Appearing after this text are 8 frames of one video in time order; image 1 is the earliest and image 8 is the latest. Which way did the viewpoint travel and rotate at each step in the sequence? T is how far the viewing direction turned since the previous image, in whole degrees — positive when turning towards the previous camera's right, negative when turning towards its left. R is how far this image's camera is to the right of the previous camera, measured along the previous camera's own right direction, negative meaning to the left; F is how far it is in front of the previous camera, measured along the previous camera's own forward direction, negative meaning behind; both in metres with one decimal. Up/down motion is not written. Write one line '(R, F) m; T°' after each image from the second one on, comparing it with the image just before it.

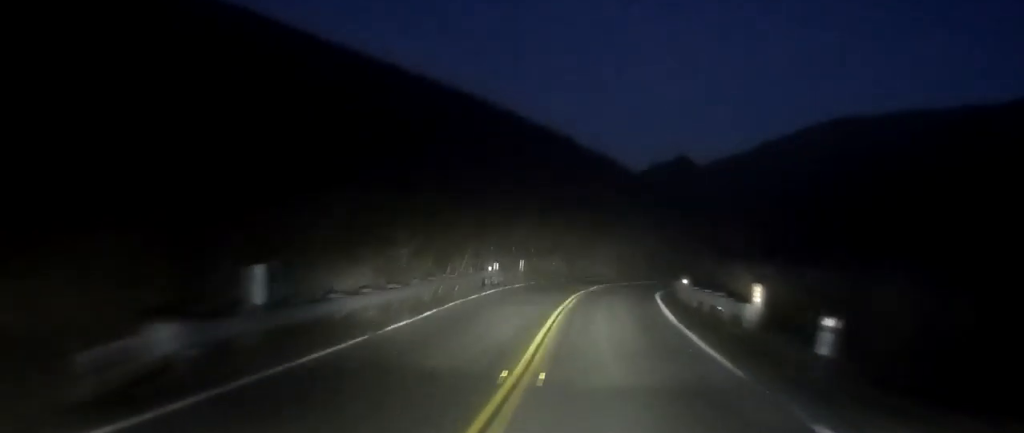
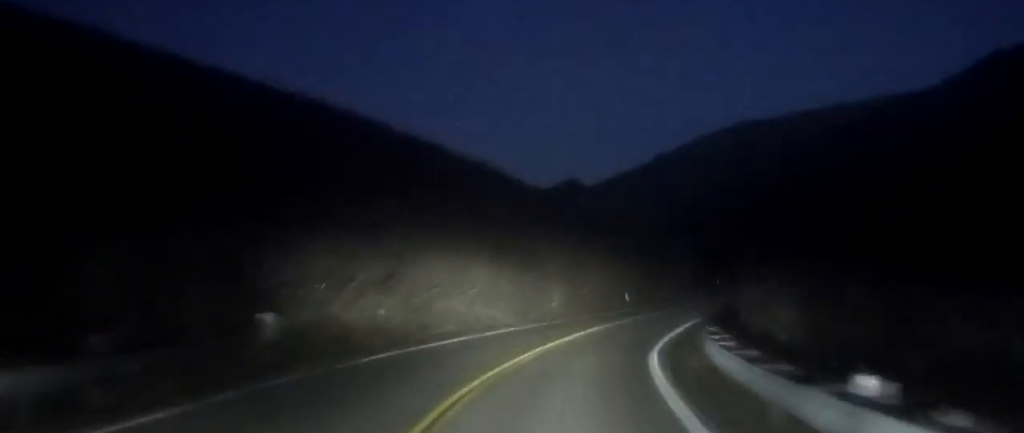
(-2.5, +28.3) m; -2°
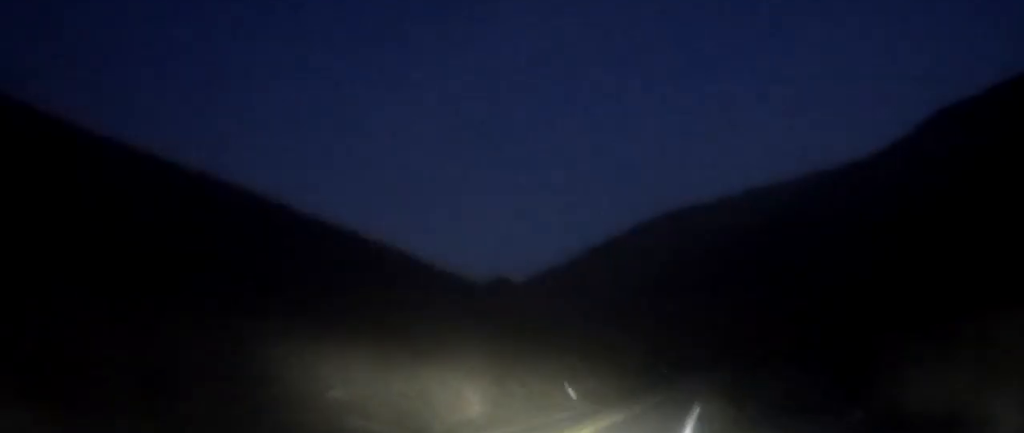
(+1.0, +13.1) m; +9°
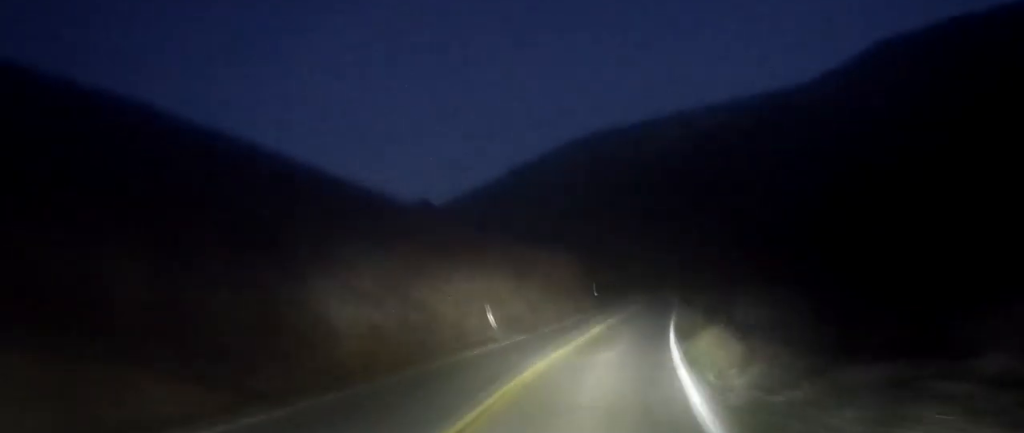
(+0.6, +9.1) m; +5°
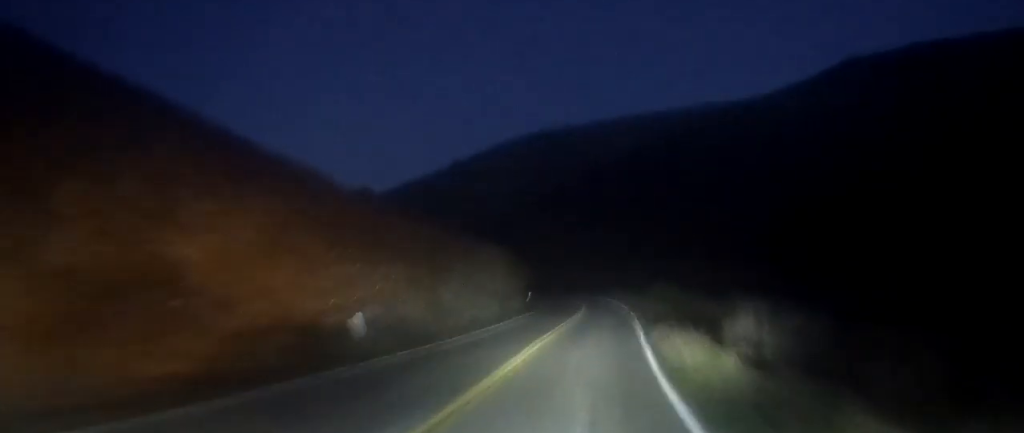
(+0.7, +12.4) m; +6°
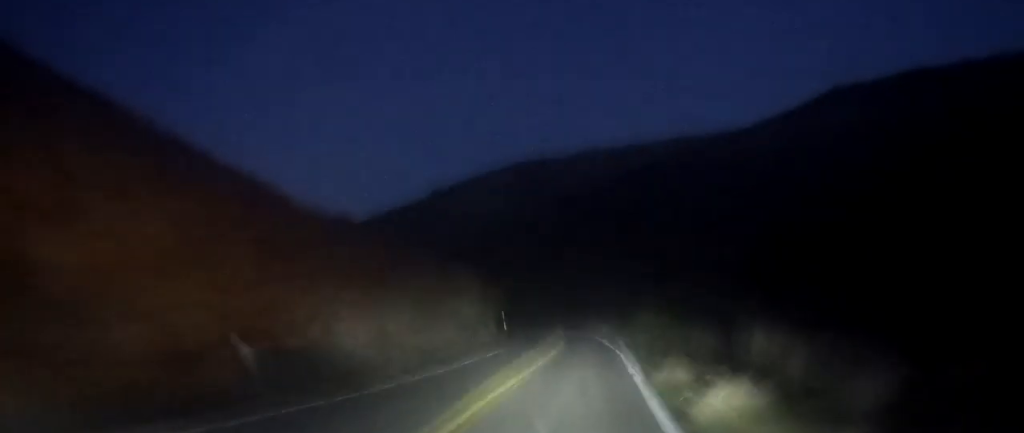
(+0.1, +6.2) m; +2°
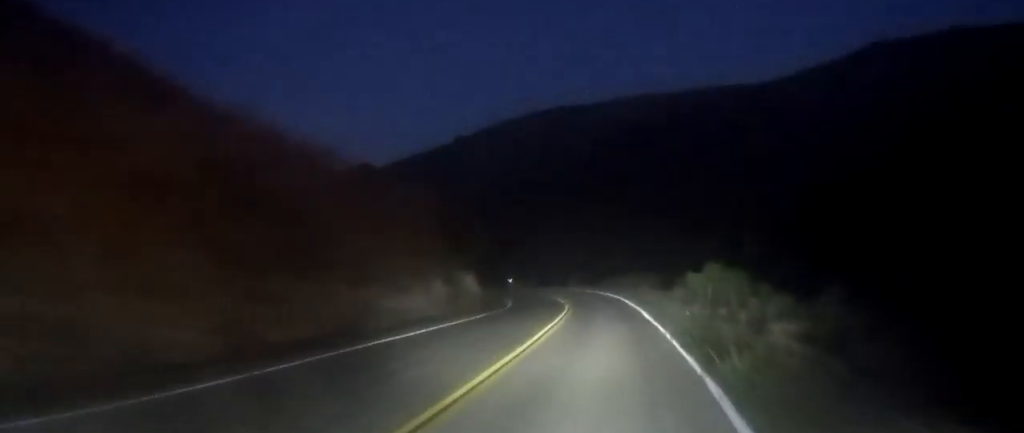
(+0.7, +22.2) m; 0°
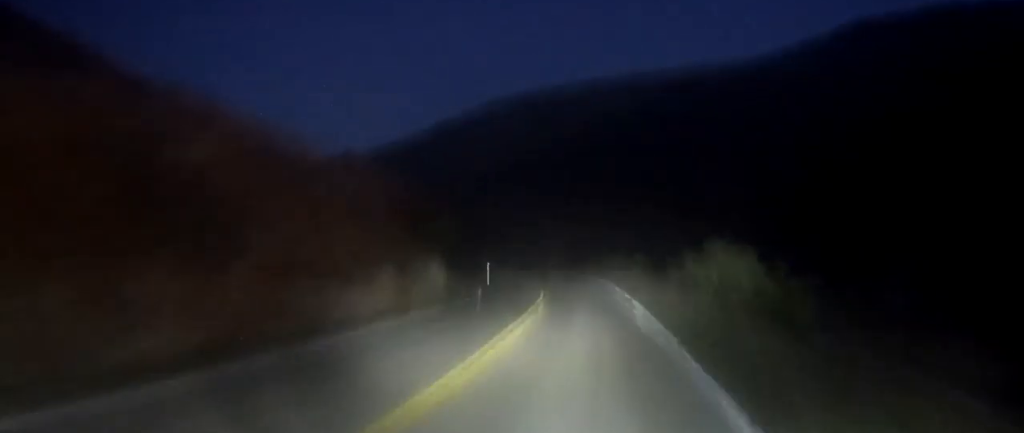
(-0.1, +5.3) m; -1°
